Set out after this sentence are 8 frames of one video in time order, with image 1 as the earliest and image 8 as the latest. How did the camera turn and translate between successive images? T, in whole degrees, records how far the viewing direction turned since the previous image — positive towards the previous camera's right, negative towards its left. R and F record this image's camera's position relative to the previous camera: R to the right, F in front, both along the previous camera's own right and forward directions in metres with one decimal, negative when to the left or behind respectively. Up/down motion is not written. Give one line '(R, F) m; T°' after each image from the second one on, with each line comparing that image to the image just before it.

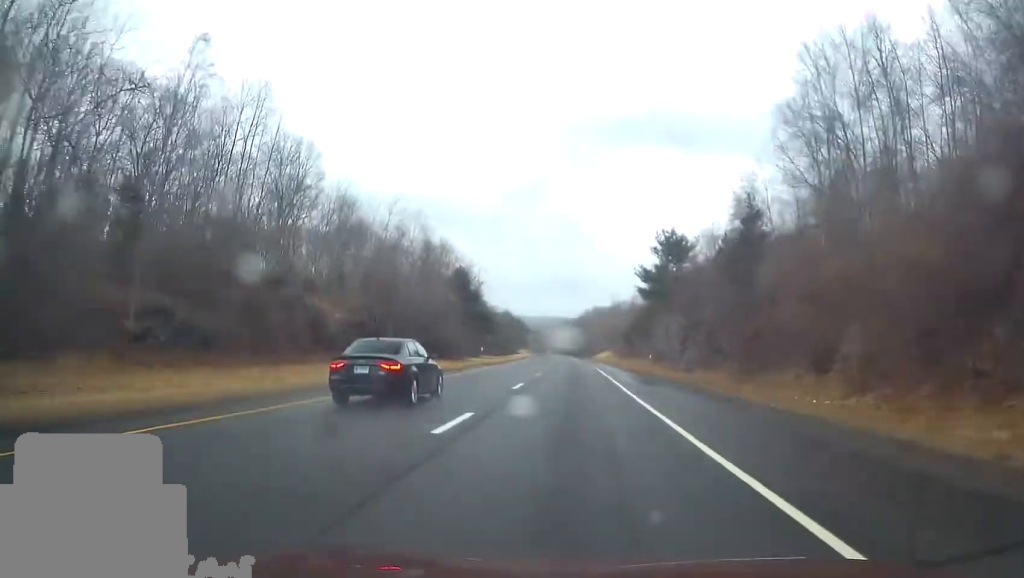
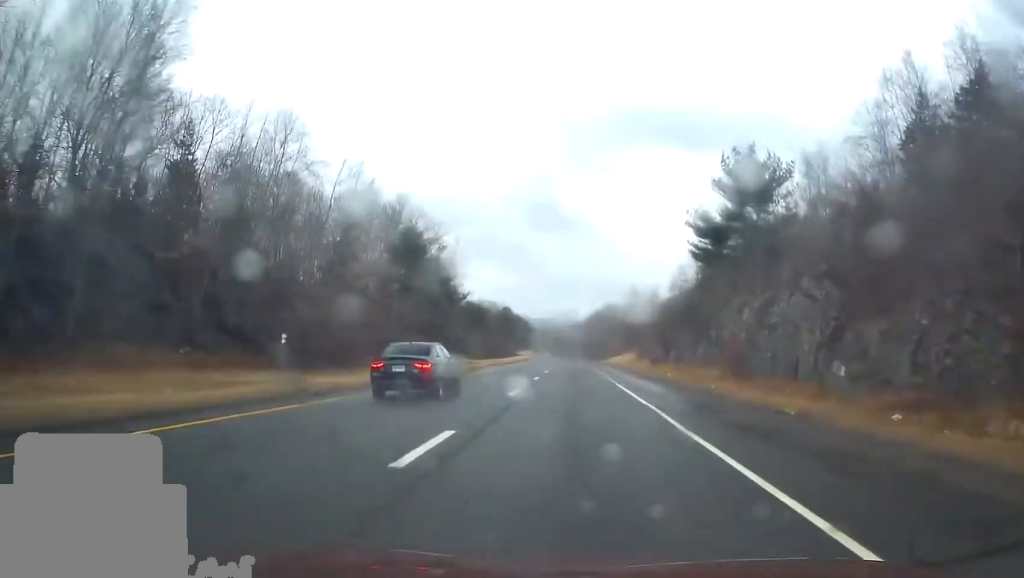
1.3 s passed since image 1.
(-0.5, +39.5) m; -1°
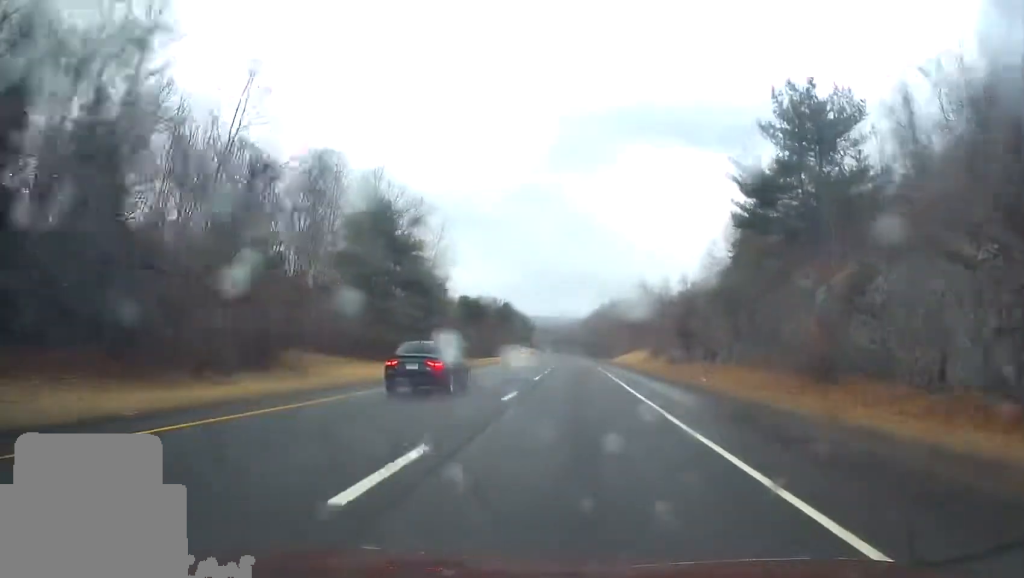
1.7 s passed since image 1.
(0.0, +14.5) m; 0°
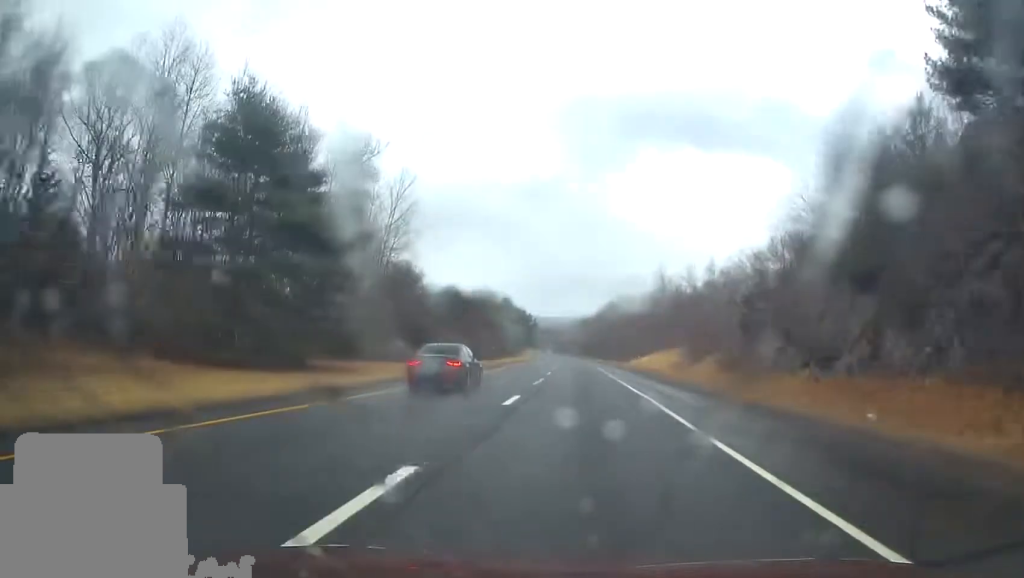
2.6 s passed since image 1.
(+0.2, +26.2) m; 0°
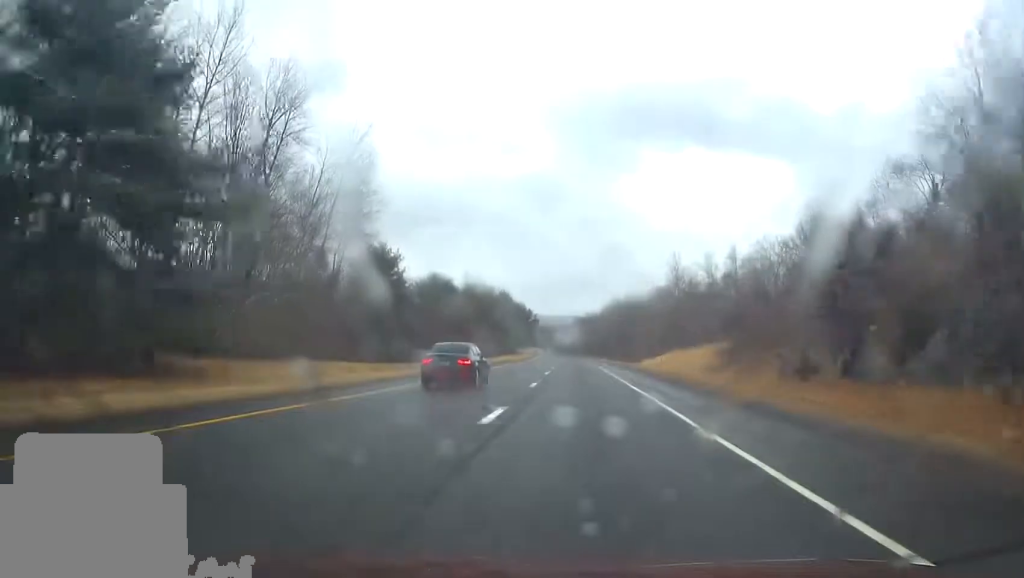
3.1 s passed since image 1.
(-0.2, +15.8) m; -1°
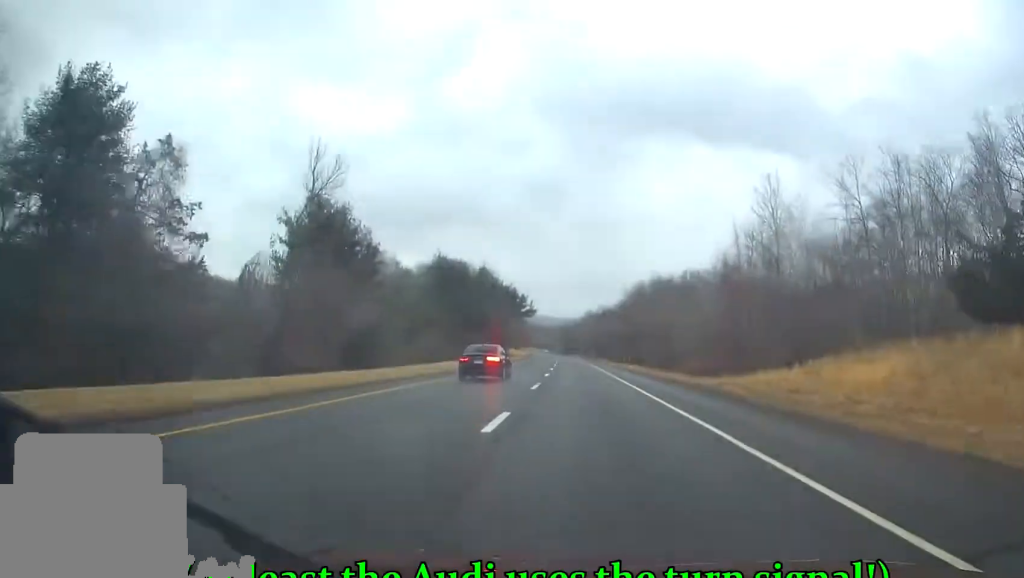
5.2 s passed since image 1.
(-0.4, +62.8) m; -1°
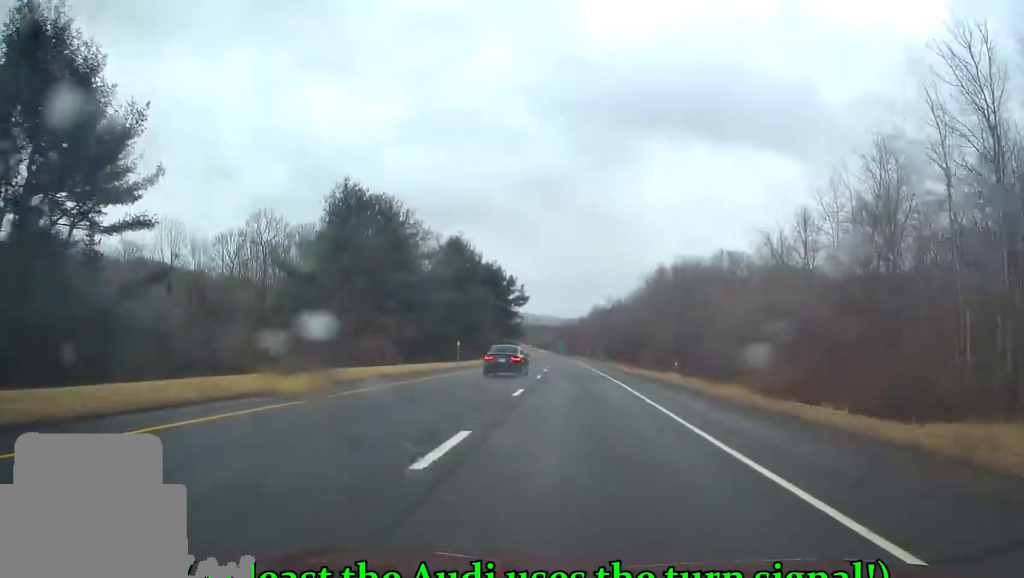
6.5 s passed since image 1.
(-0.5, +40.2) m; -1°
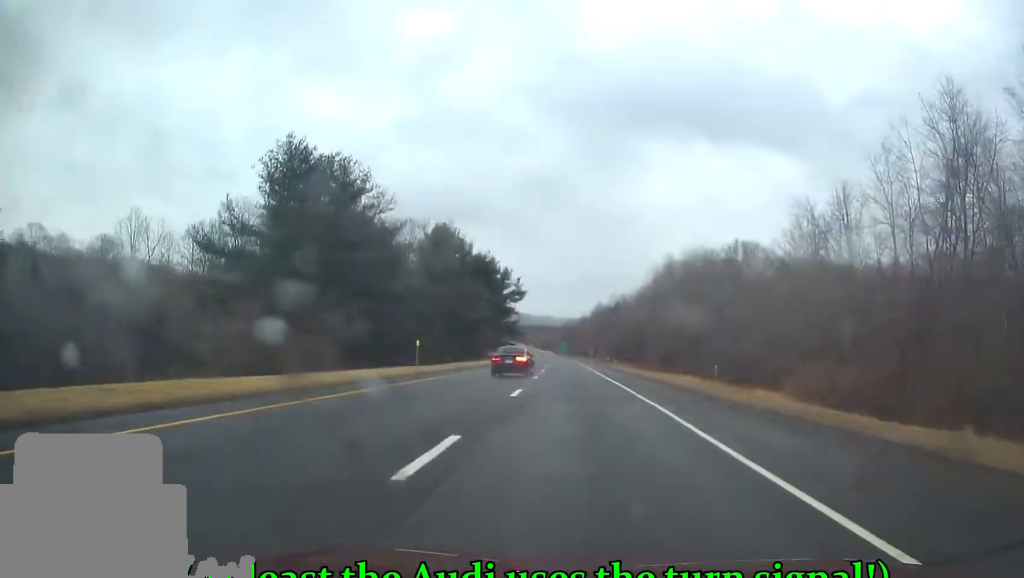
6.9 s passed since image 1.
(+0.1, +12.7) m; 0°
